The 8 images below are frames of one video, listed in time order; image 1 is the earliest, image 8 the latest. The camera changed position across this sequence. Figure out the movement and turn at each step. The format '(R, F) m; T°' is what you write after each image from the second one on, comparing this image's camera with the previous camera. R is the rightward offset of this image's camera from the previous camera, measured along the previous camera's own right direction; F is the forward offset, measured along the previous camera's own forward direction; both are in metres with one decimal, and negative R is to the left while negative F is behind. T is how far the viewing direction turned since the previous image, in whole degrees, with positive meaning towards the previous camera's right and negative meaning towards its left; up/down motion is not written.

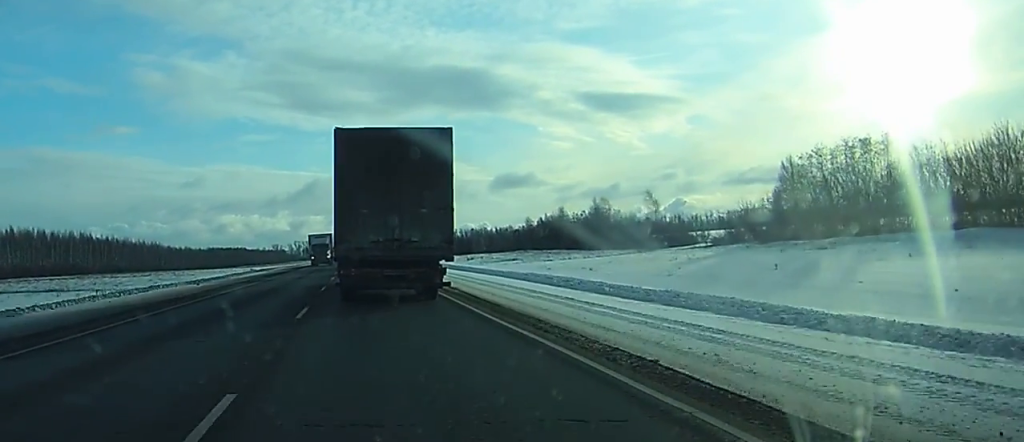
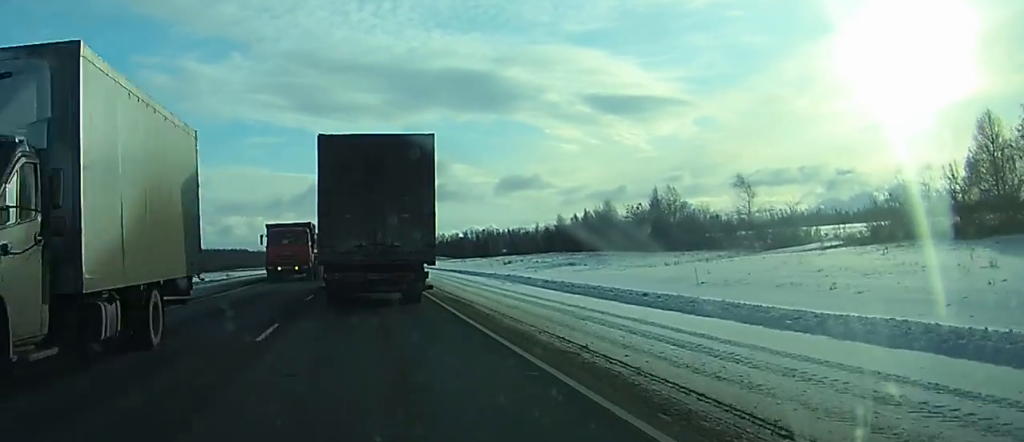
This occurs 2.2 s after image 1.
(+0.2, +39.9) m; 0°
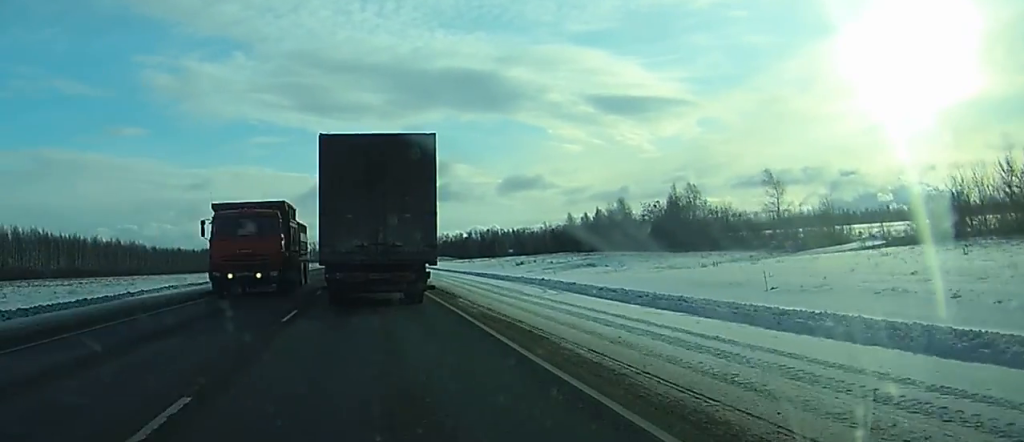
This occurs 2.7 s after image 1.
(0.0, +8.3) m; 0°
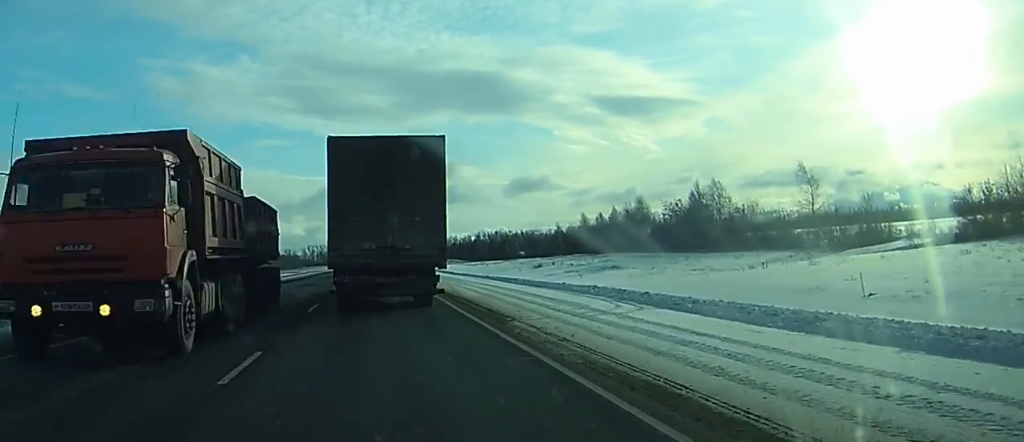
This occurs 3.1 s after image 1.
(0.0, +7.7) m; 0°
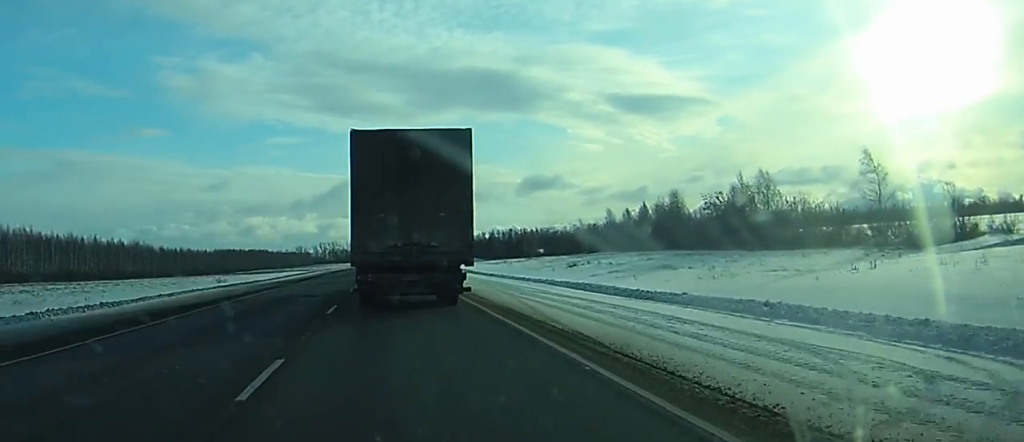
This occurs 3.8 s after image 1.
(0.0, +12.6) m; 0°
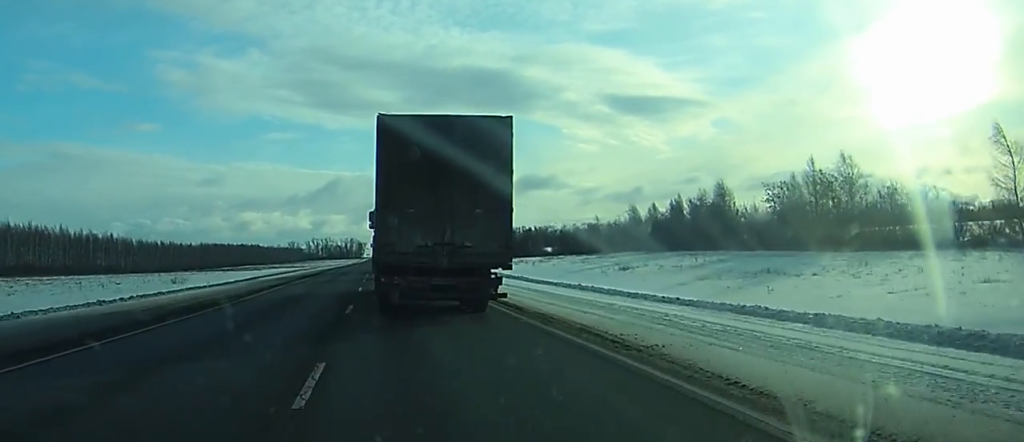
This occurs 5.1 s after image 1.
(-0.1, +23.5) m; 0°
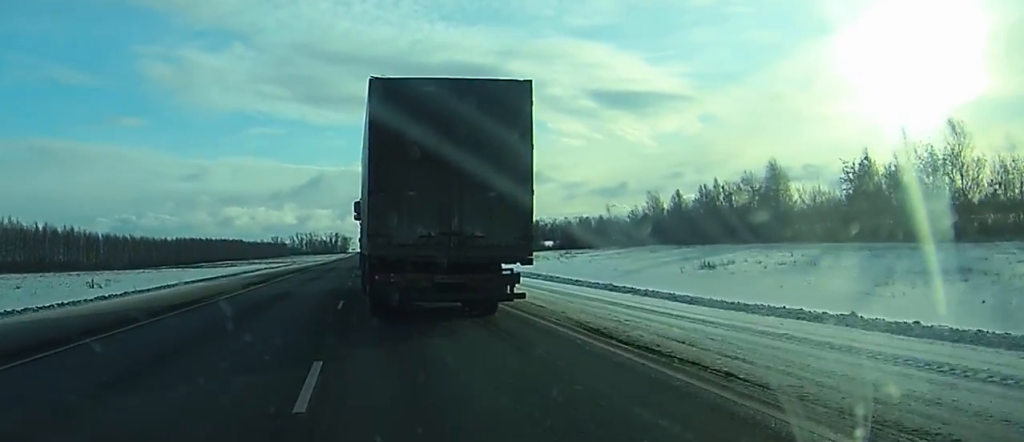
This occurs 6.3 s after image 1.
(+0.2, +23.3) m; +1°
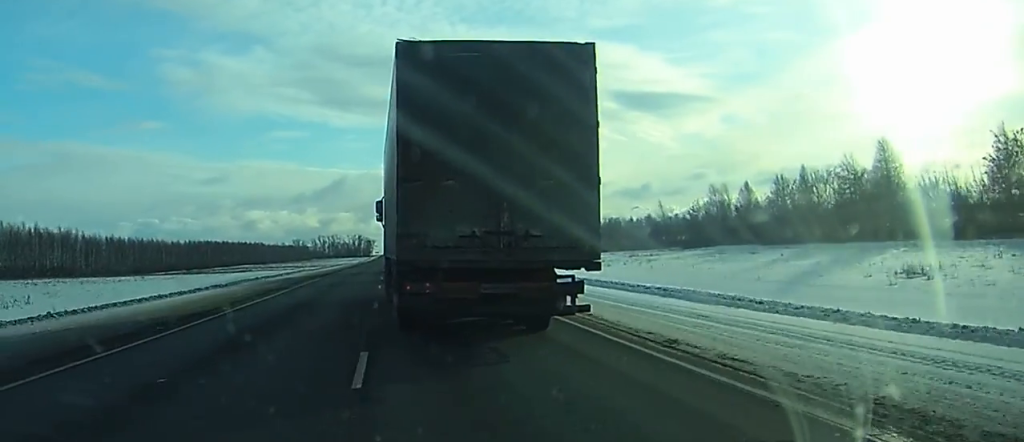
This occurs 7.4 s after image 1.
(+0.1, +22.3) m; 0°
